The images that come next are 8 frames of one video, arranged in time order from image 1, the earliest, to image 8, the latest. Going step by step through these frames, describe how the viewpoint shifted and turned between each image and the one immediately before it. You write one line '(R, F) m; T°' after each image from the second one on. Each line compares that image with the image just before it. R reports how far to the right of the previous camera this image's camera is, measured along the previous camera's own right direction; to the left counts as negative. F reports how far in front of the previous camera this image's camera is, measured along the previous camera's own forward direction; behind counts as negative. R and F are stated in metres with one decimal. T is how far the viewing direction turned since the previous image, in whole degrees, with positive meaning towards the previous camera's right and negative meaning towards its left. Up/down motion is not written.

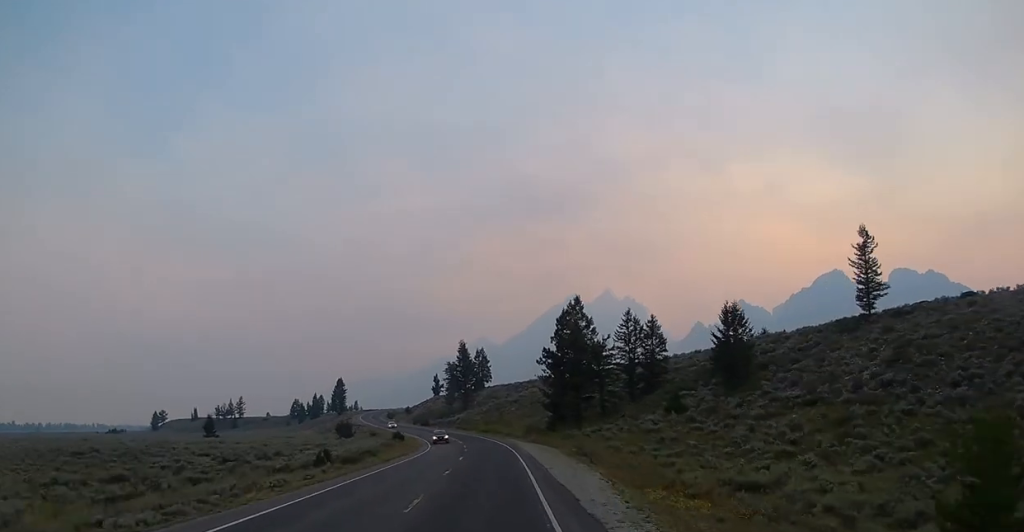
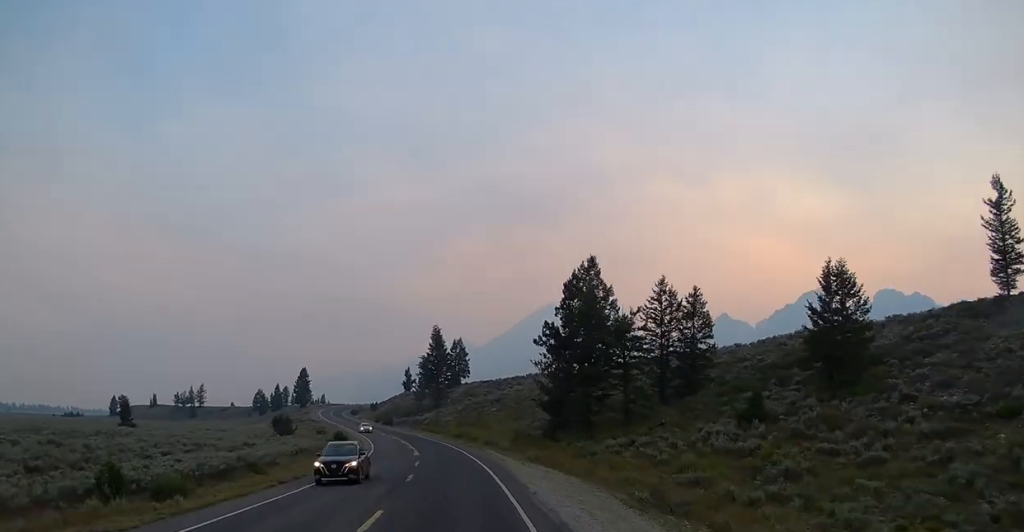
(+0.2, +28.6) m; +1°
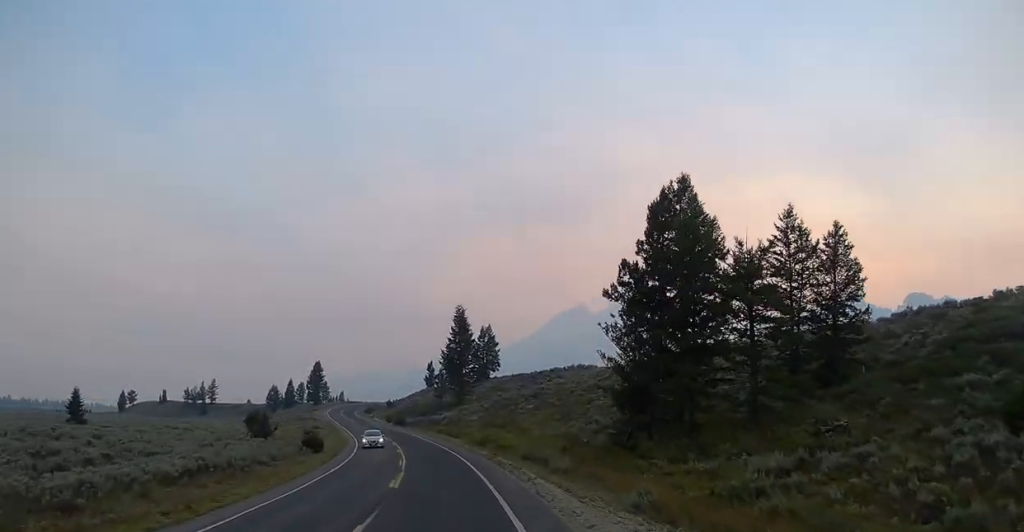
(+0.2, +24.1) m; -1°
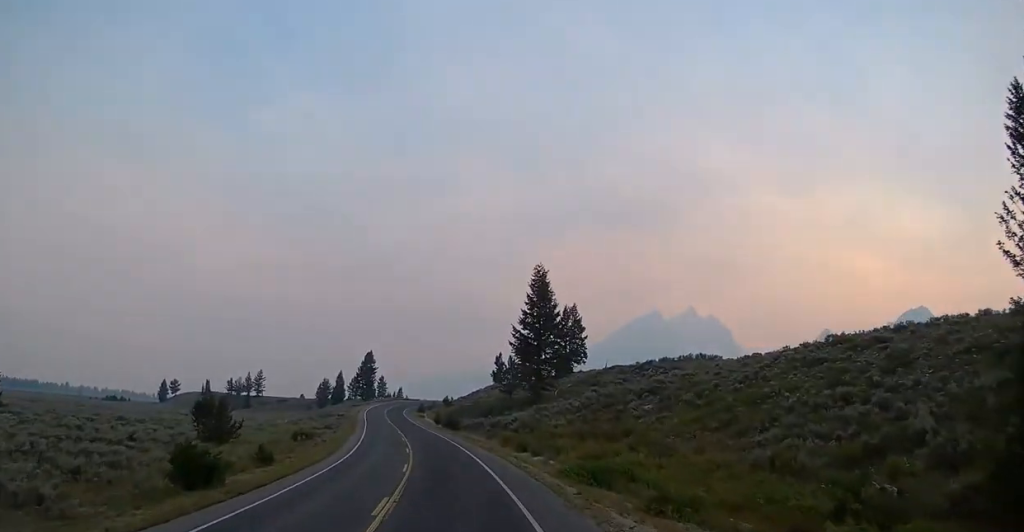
(-1.9, +31.6) m; -7°
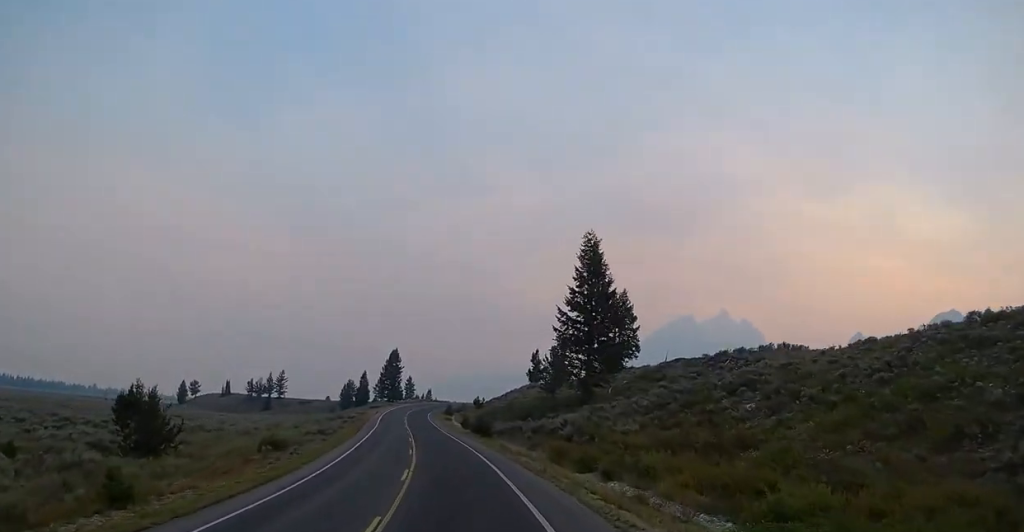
(-0.8, +15.9) m; -2°
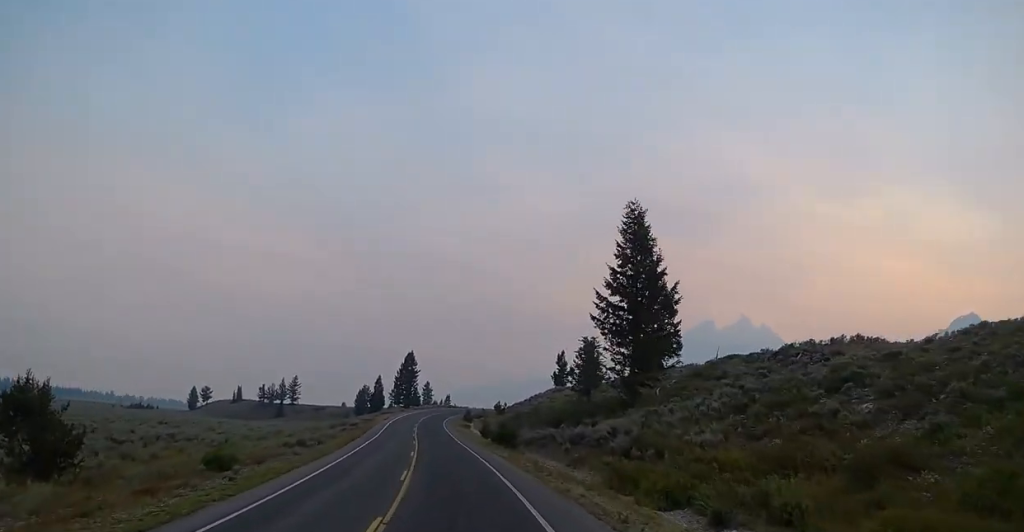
(-0.1, +12.2) m; -1°
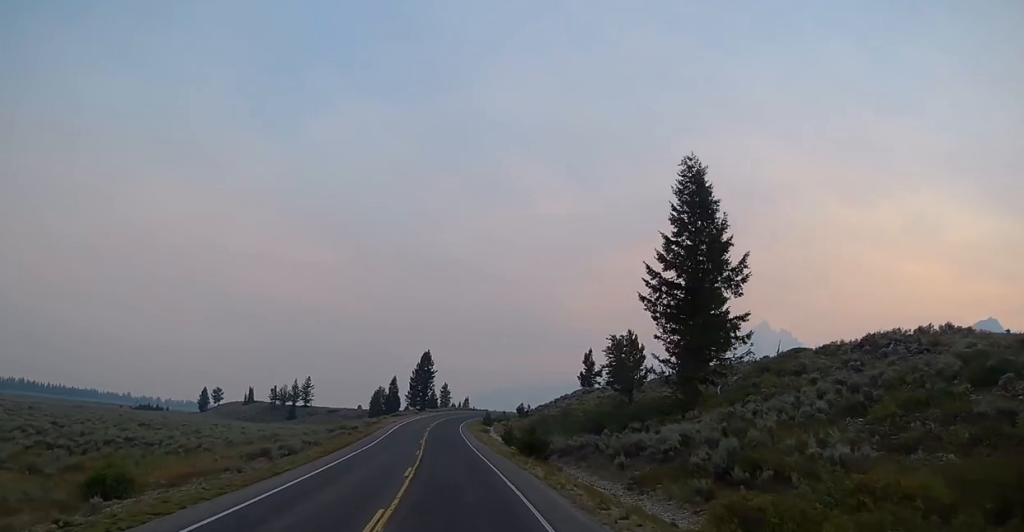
(0.0, +11.5) m; 0°
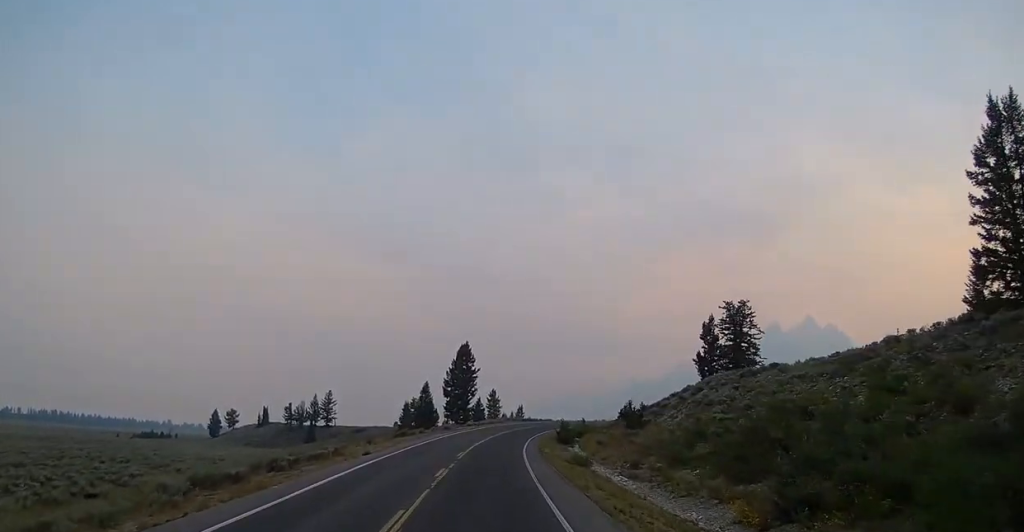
(-2.1, +47.7) m; -4°
